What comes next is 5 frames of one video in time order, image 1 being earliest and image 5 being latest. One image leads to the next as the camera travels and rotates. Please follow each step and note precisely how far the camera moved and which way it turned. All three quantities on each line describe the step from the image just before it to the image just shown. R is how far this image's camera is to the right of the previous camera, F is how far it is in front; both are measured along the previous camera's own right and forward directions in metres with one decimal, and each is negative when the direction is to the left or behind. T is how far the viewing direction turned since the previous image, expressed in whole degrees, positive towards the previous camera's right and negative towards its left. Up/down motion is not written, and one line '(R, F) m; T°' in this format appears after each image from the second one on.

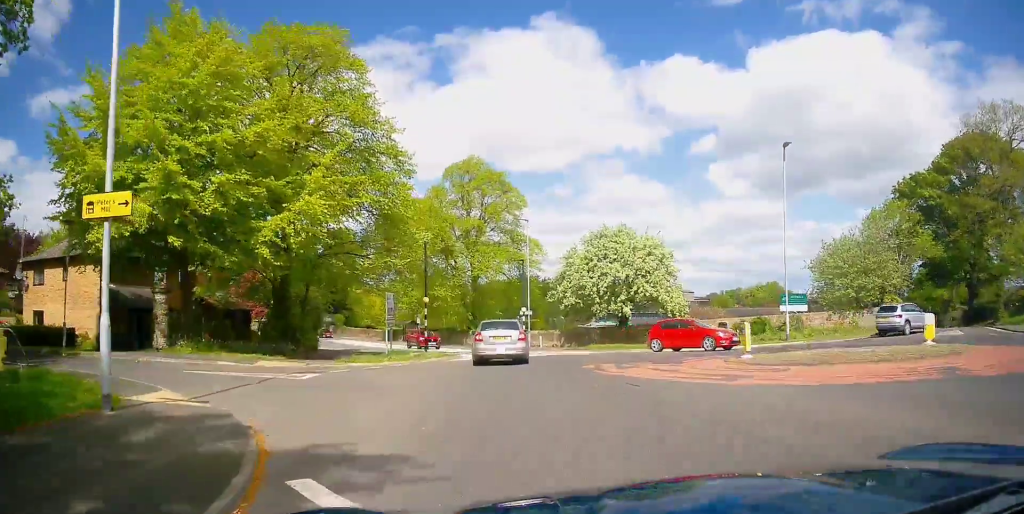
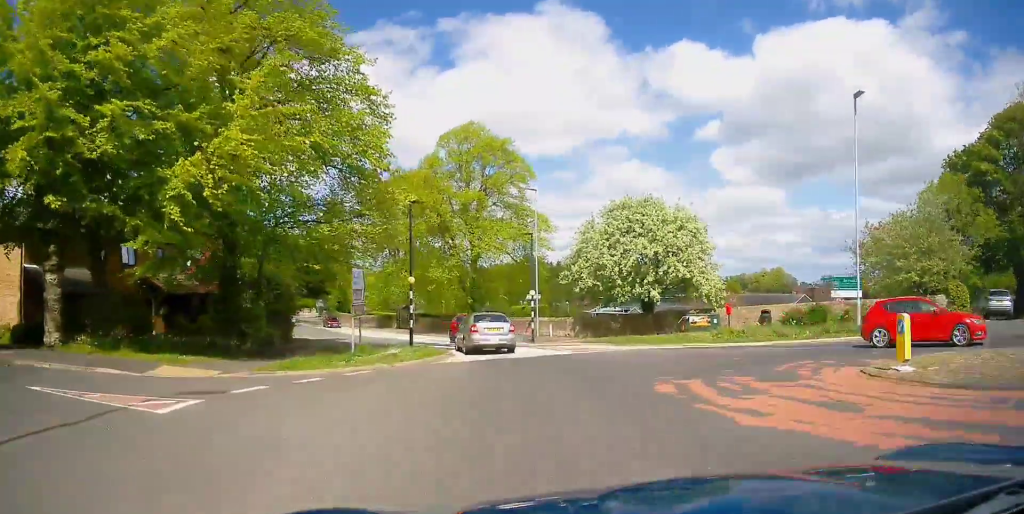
(0.0, +5.7) m; +3°
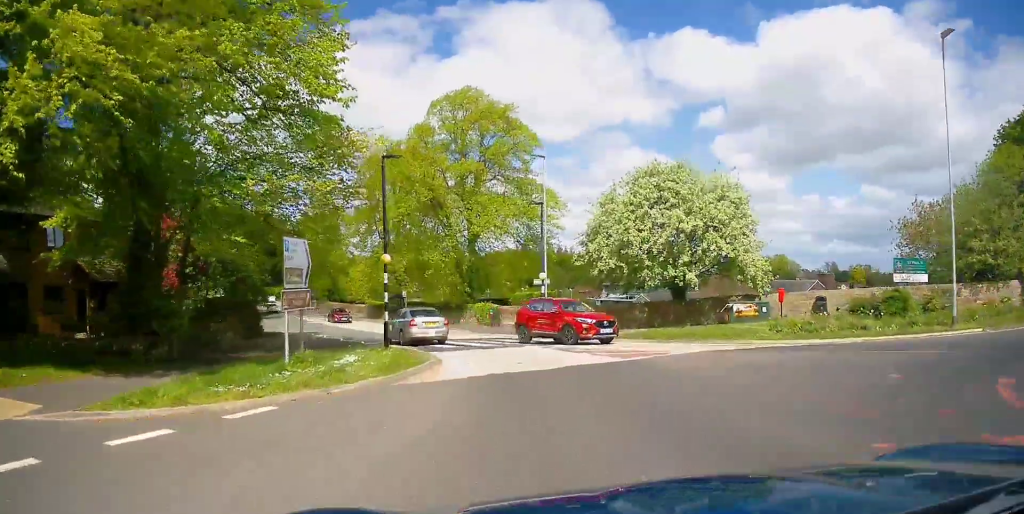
(+0.4, +6.3) m; +2°
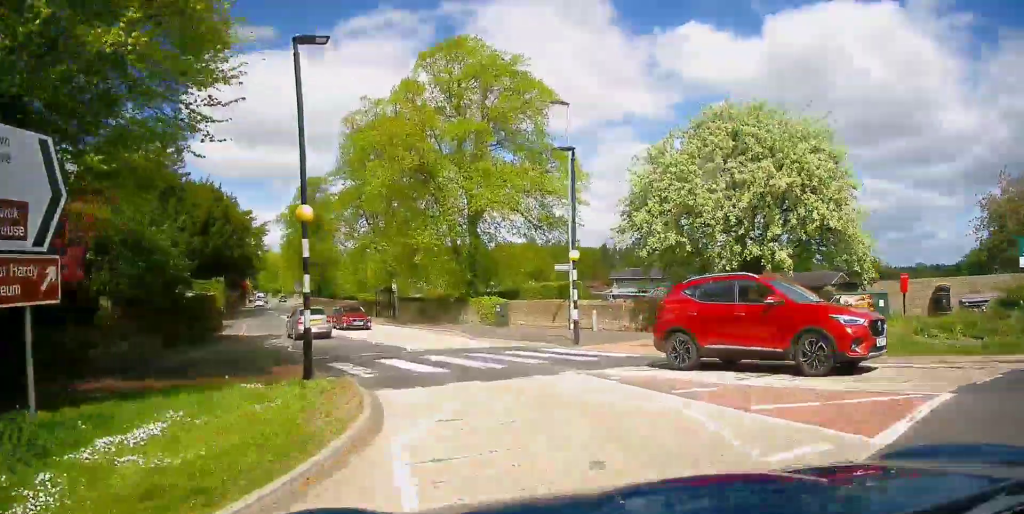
(-0.3, +8.9) m; -4°
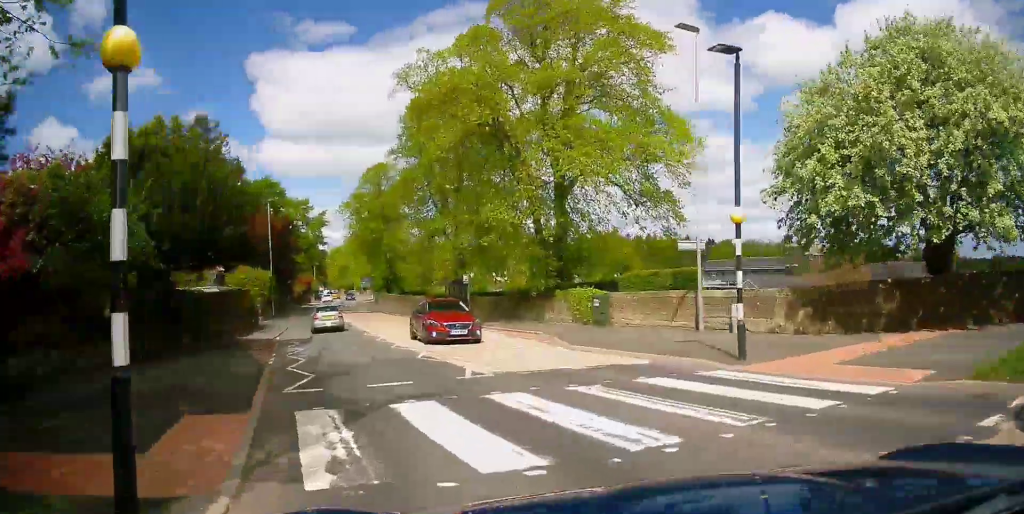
(-0.2, +7.2) m; -7°
